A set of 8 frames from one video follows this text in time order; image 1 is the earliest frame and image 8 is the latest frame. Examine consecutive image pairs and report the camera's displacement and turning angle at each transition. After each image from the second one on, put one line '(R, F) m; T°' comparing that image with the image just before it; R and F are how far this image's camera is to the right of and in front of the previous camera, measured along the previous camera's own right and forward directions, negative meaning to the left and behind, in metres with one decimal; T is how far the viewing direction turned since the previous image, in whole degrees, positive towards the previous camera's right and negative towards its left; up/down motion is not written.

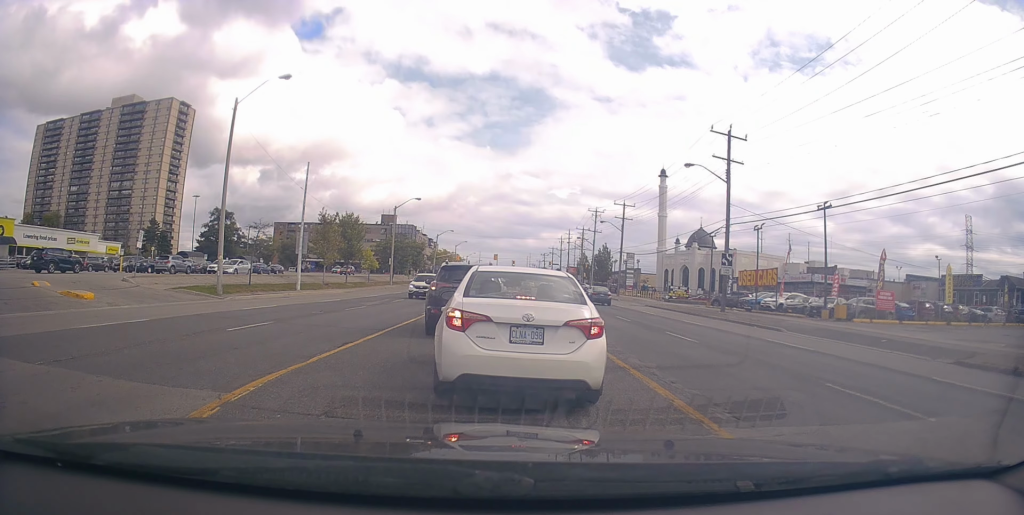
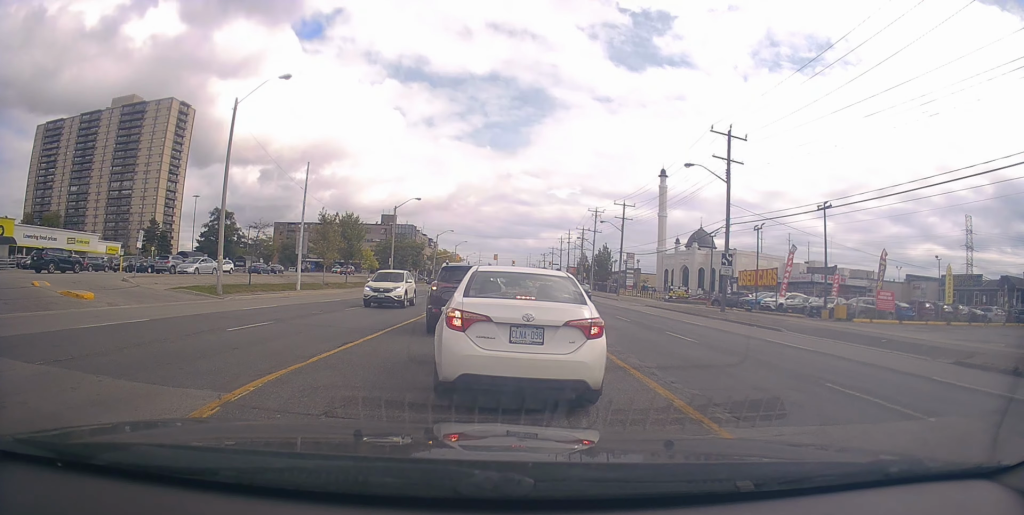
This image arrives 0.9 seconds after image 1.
(0.0, 0.0) m; 0°
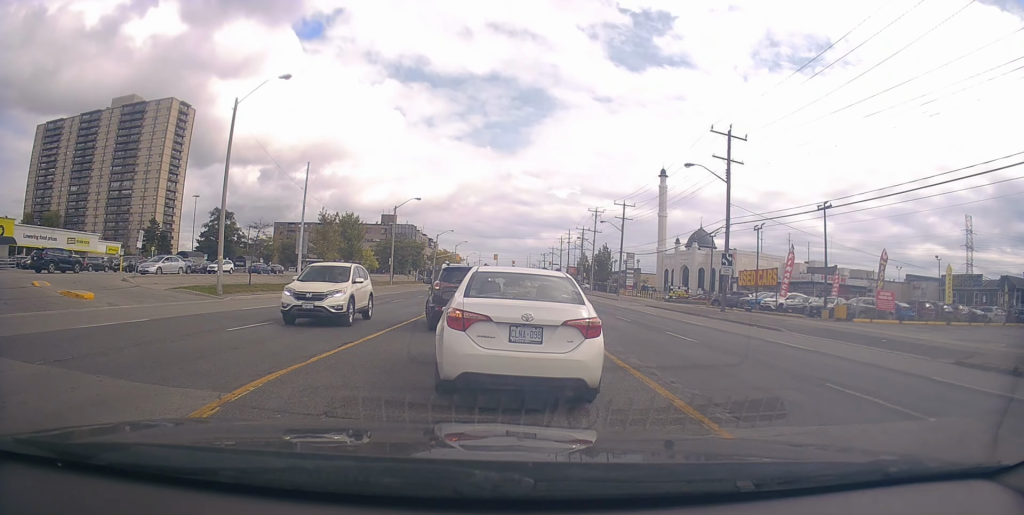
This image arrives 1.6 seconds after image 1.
(0.0, 0.0) m; 0°
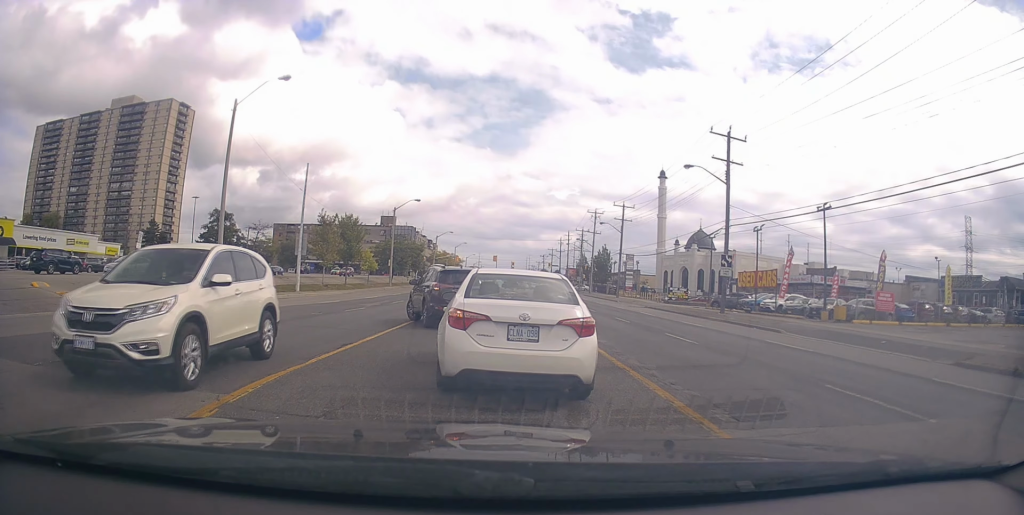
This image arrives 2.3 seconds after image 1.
(0.0, 0.0) m; 0°
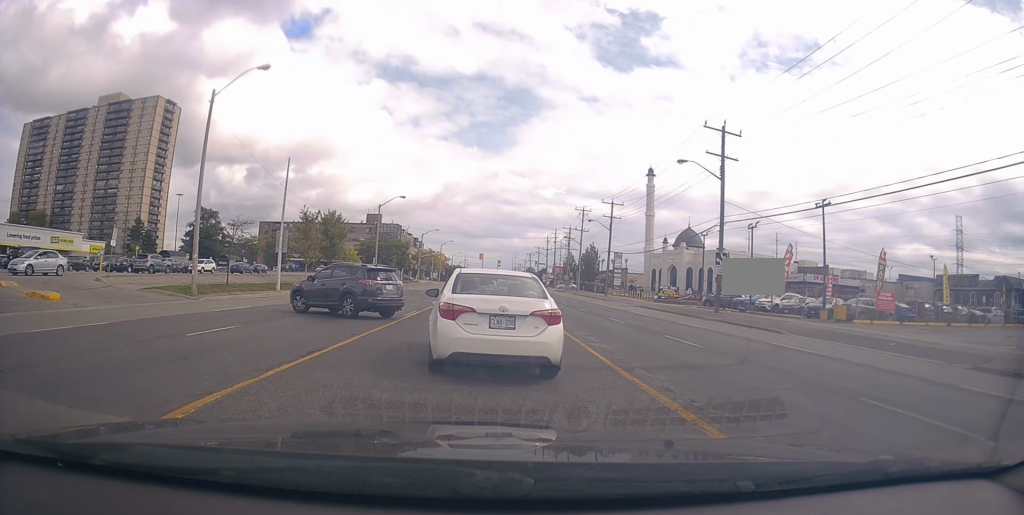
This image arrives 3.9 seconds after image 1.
(0.0, 0.0) m; 0°
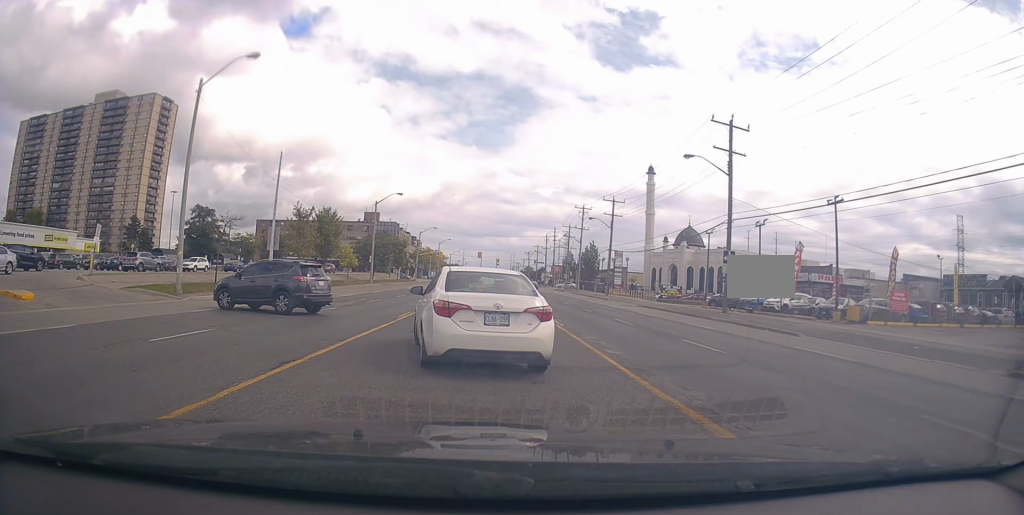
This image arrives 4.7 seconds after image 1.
(+0.2, +0.5) m; 0°
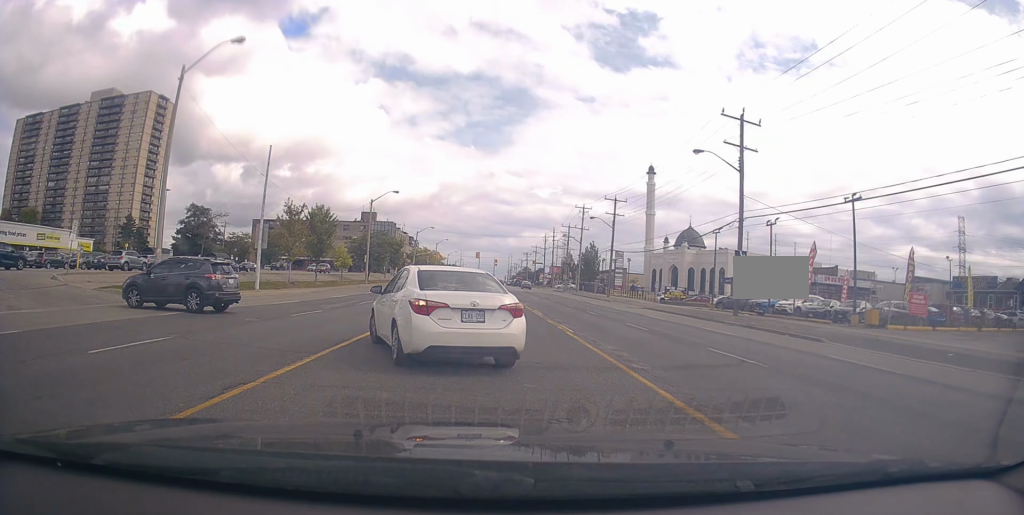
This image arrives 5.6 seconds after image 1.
(-0.2, +1.2) m; +2°
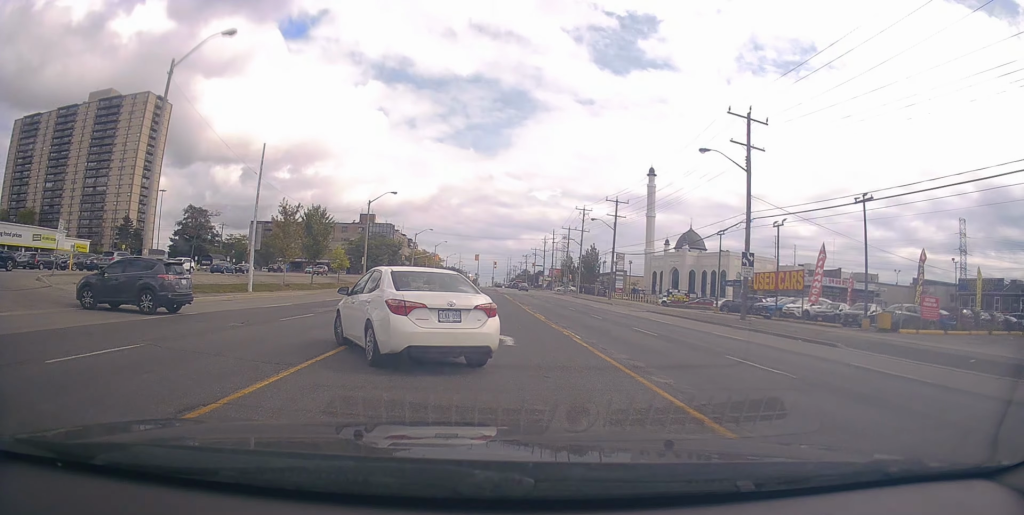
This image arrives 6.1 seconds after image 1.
(-0.3, +0.8) m; +2°
